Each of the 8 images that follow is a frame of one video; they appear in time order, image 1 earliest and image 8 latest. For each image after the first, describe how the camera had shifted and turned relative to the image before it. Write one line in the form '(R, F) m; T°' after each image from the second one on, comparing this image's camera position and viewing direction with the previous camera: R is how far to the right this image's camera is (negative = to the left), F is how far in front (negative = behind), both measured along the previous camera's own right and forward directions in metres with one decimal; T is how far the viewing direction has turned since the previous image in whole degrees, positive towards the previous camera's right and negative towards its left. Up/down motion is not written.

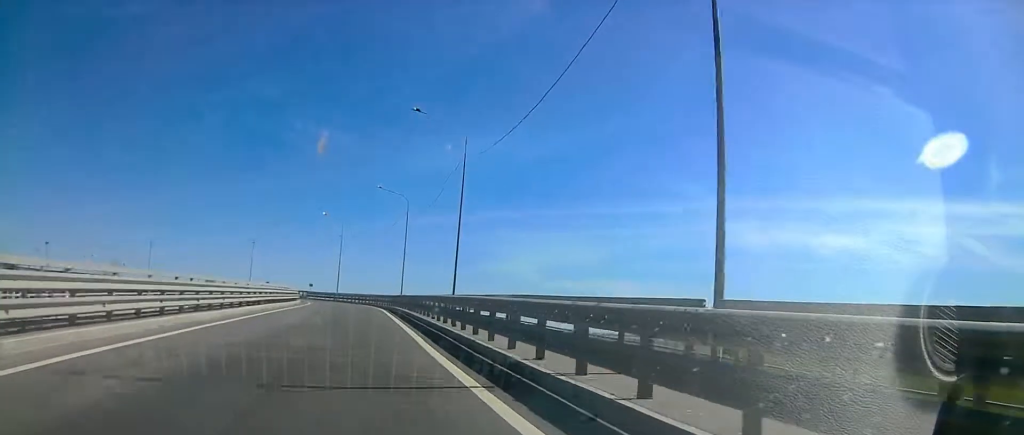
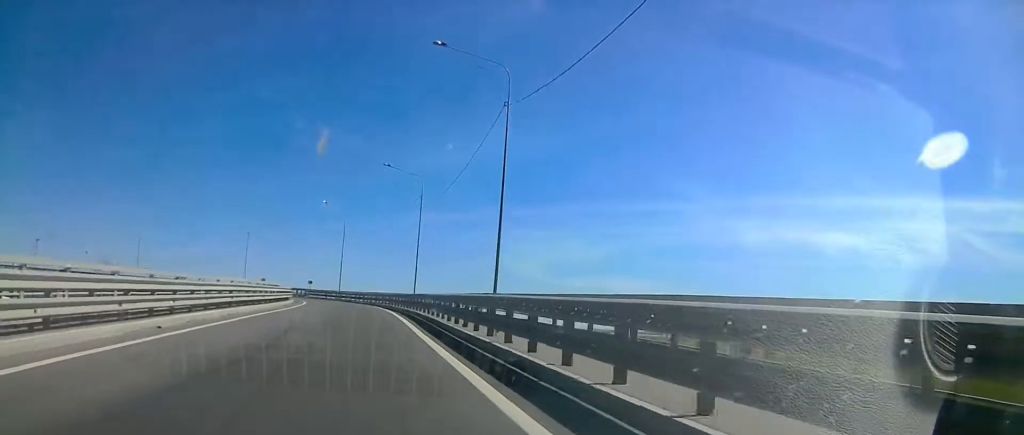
(0.0, +10.4) m; 0°
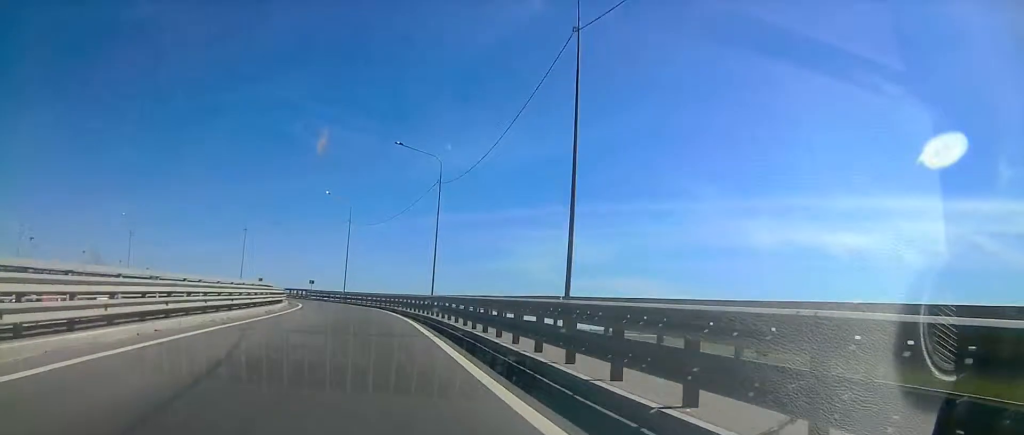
(0.0, +8.8) m; 0°
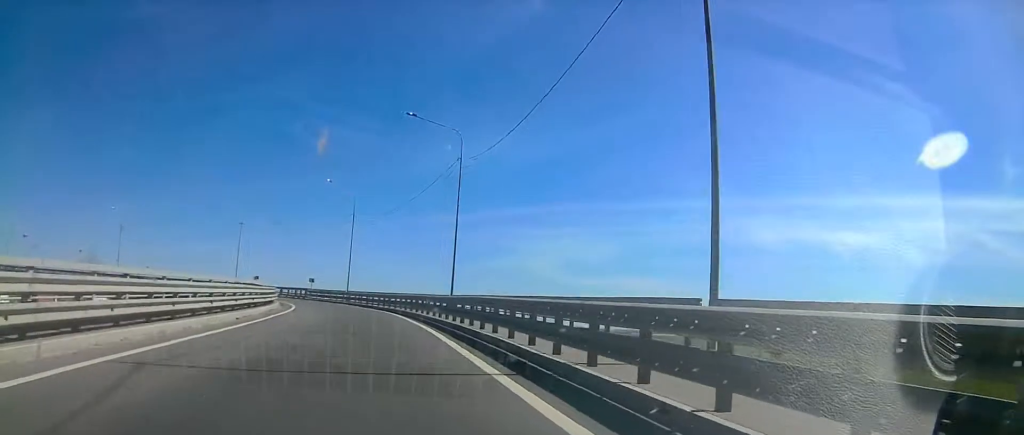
(0.0, +7.3) m; 0°
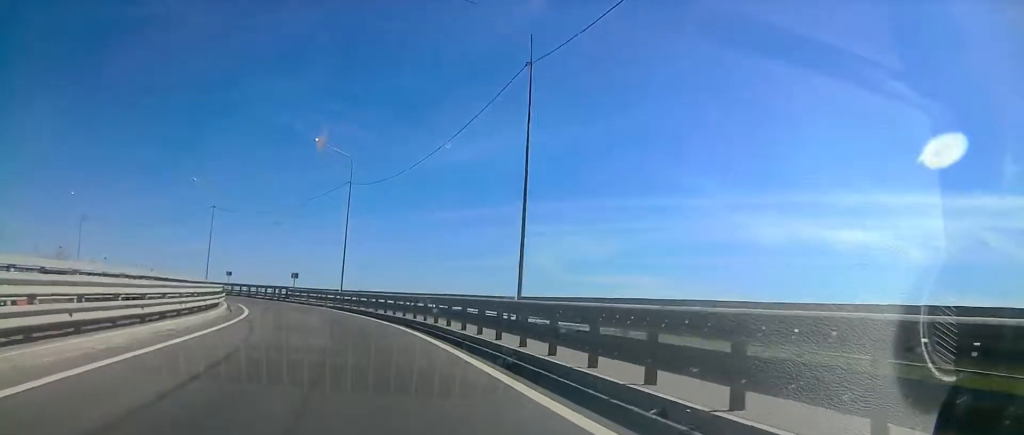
(0.0, +17.3) m; -2°
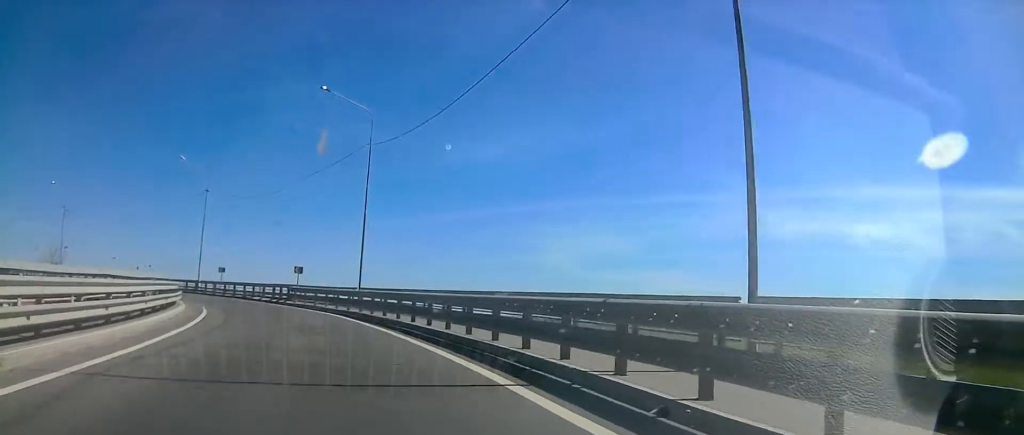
(-0.4, +13.3) m; -7°
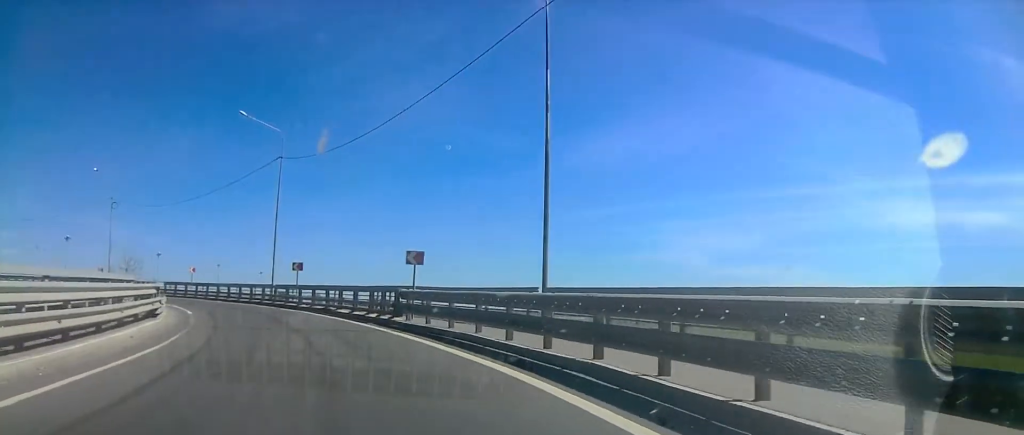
(-3.0, +20.0) m; -15°
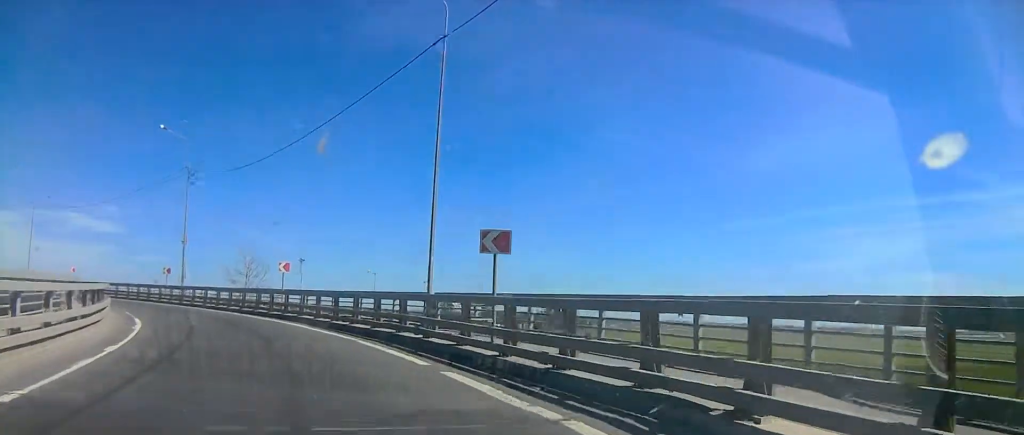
(-0.6, +23.9) m; -11°
